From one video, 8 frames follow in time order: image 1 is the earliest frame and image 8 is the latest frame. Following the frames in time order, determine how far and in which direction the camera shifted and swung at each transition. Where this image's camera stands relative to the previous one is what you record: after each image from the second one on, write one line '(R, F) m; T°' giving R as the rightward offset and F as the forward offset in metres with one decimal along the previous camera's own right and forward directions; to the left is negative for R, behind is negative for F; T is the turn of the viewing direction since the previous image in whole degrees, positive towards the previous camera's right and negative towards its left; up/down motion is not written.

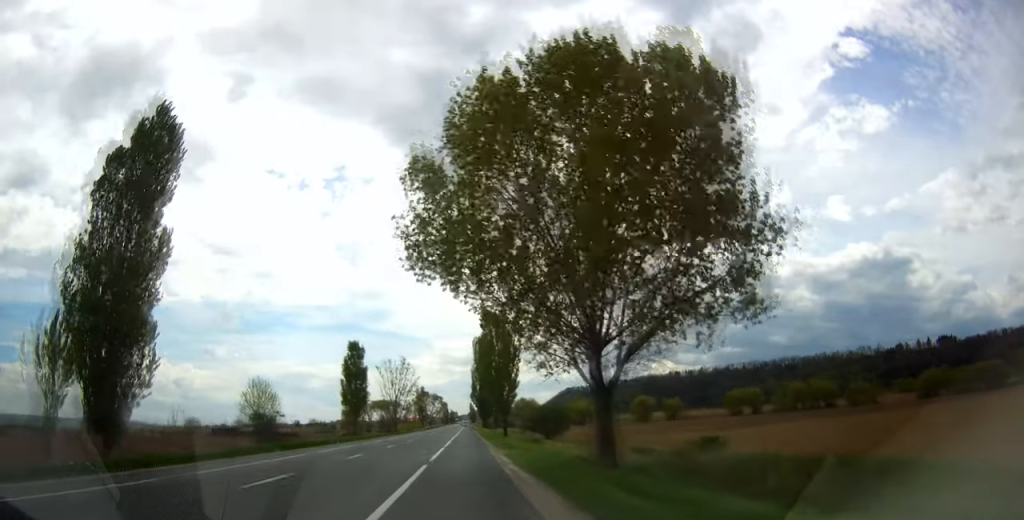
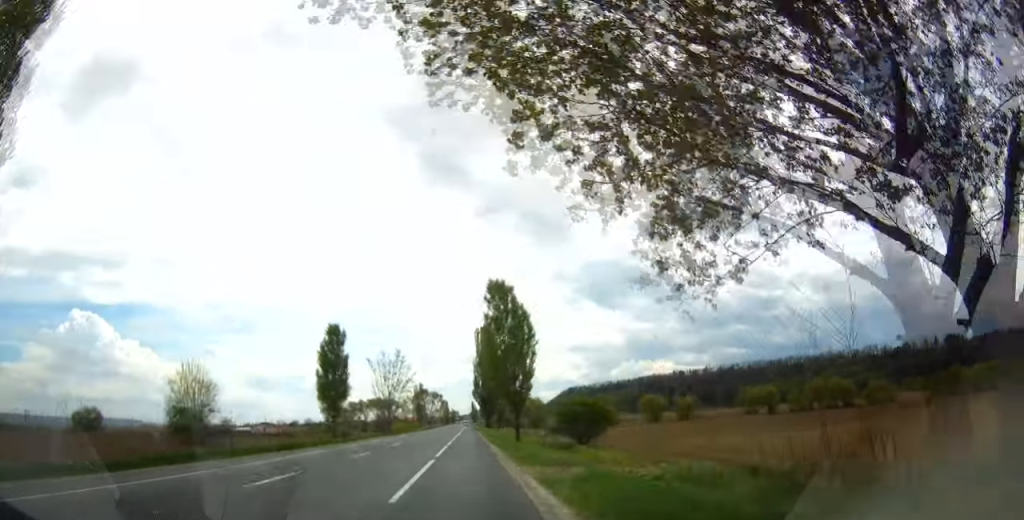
(0.0, +12.4) m; 0°
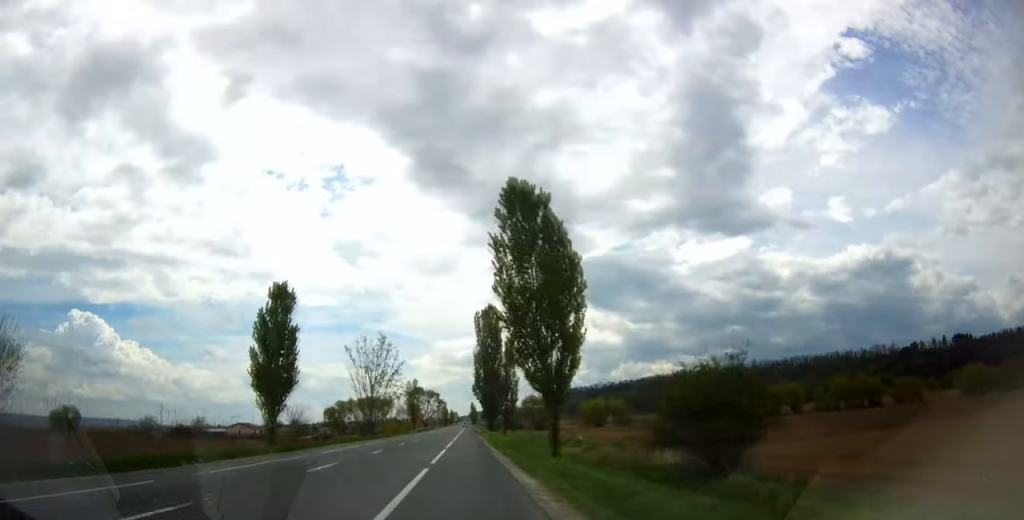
(+0.1, +18.3) m; 0°
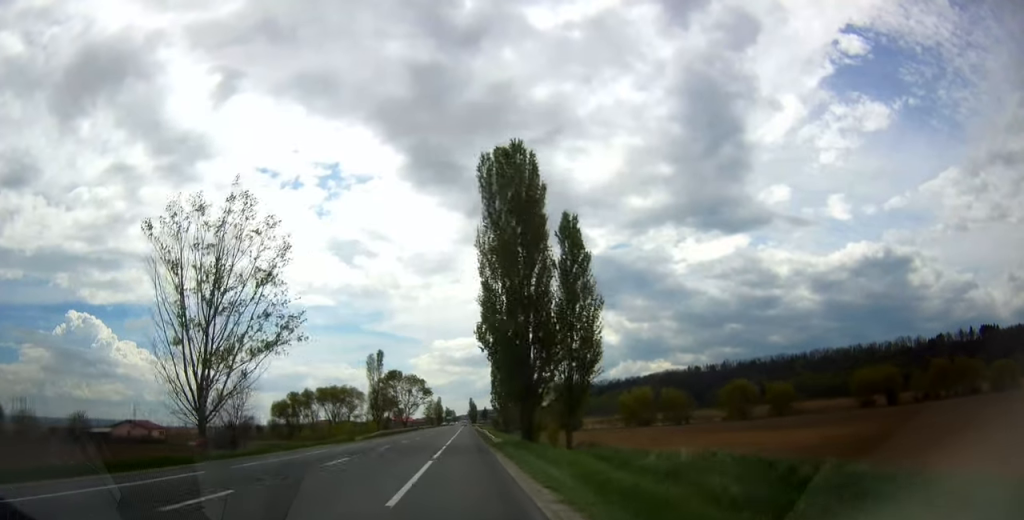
(-0.3, +55.7) m; -1°
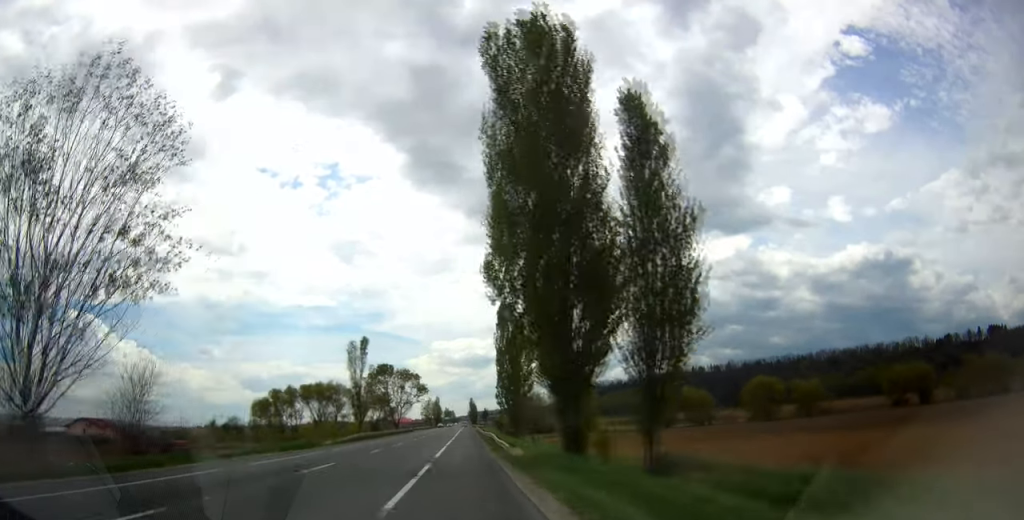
(0.0, +14.9) m; 0°
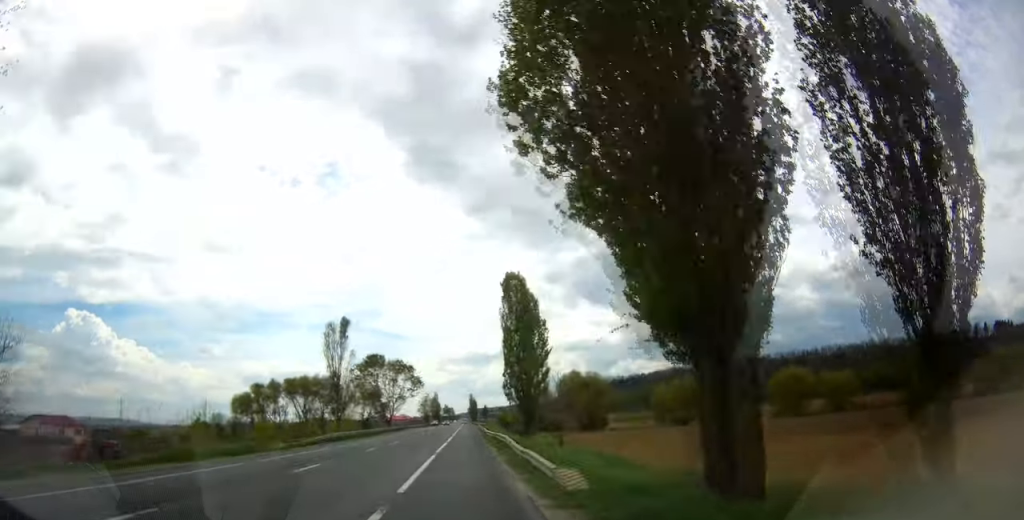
(0.0, +12.4) m; 0°
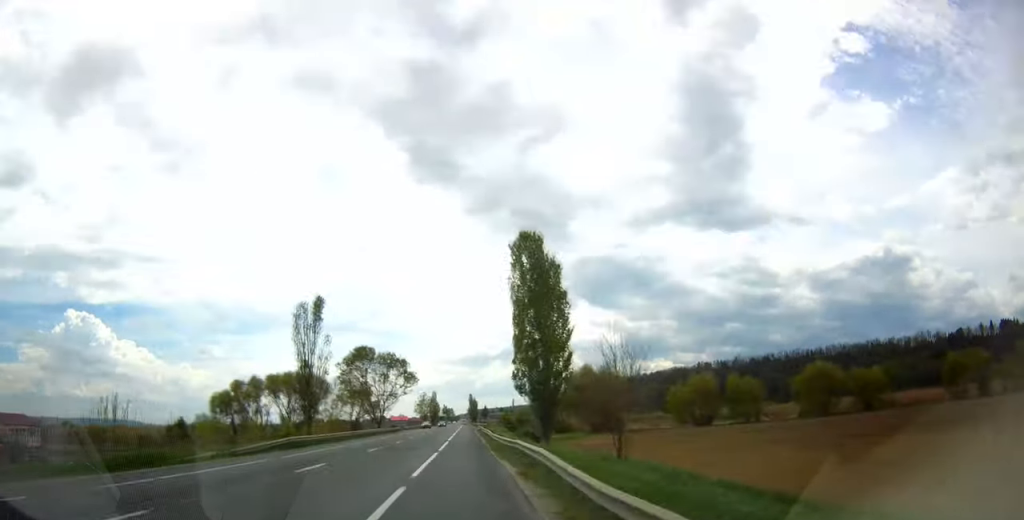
(+0.1, +11.6) m; -1°
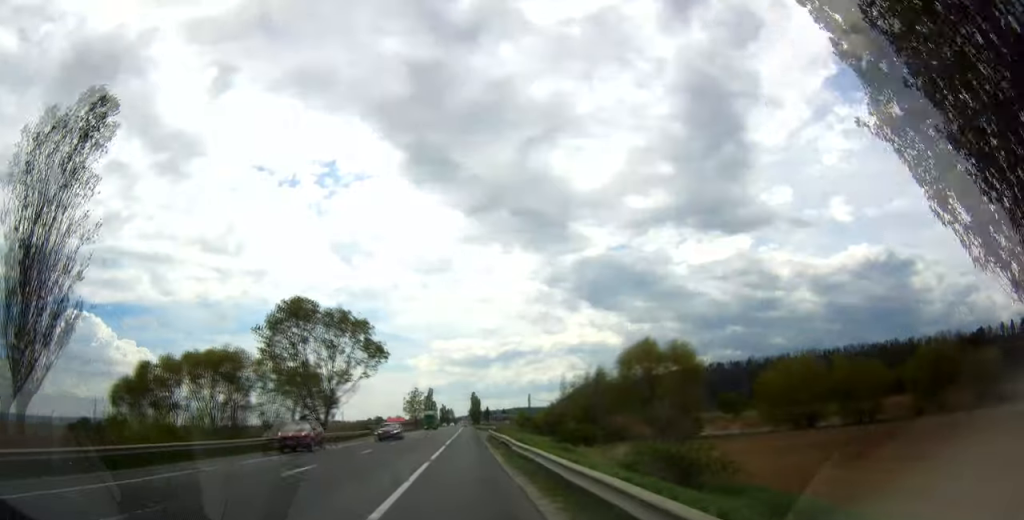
(-0.1, +36.4) m; +1°
